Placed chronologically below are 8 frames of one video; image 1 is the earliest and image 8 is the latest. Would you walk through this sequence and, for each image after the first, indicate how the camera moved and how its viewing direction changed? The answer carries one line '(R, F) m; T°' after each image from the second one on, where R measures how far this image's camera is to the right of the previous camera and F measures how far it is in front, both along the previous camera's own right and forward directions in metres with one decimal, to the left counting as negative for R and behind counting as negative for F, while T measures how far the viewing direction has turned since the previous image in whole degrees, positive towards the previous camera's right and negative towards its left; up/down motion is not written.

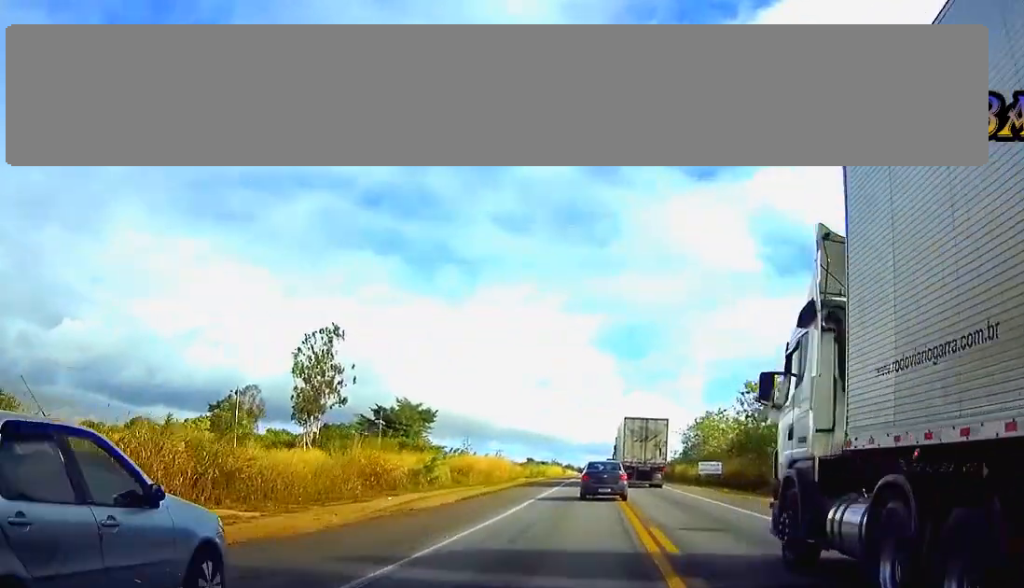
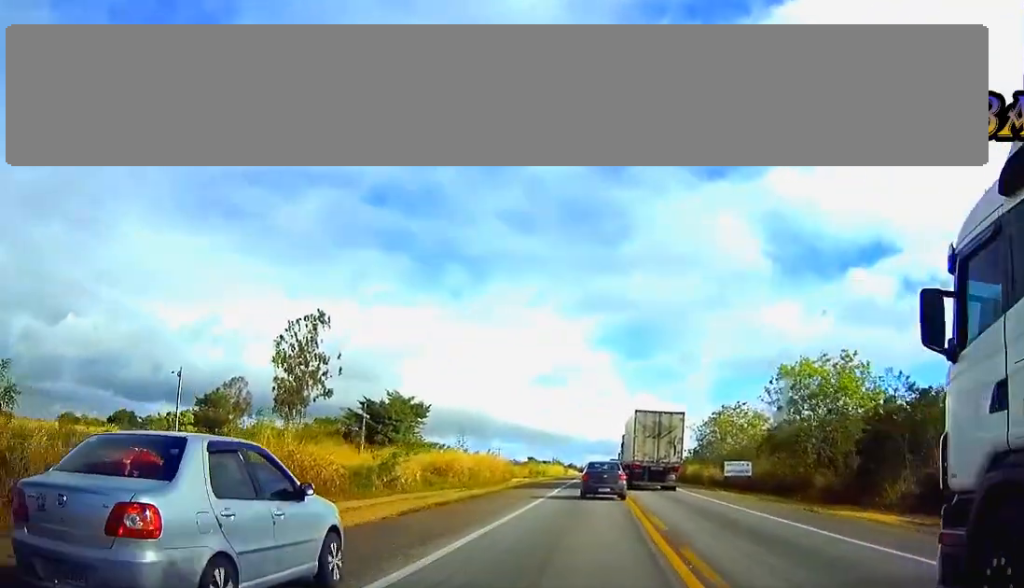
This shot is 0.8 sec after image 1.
(0.0, +11.2) m; 0°
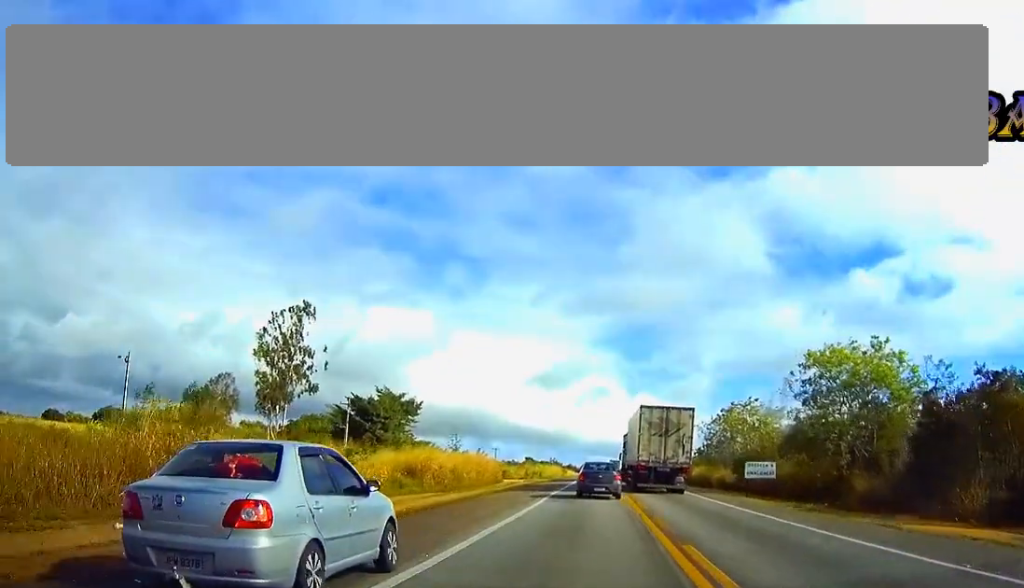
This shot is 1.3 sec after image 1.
(0.0, +7.6) m; 0°
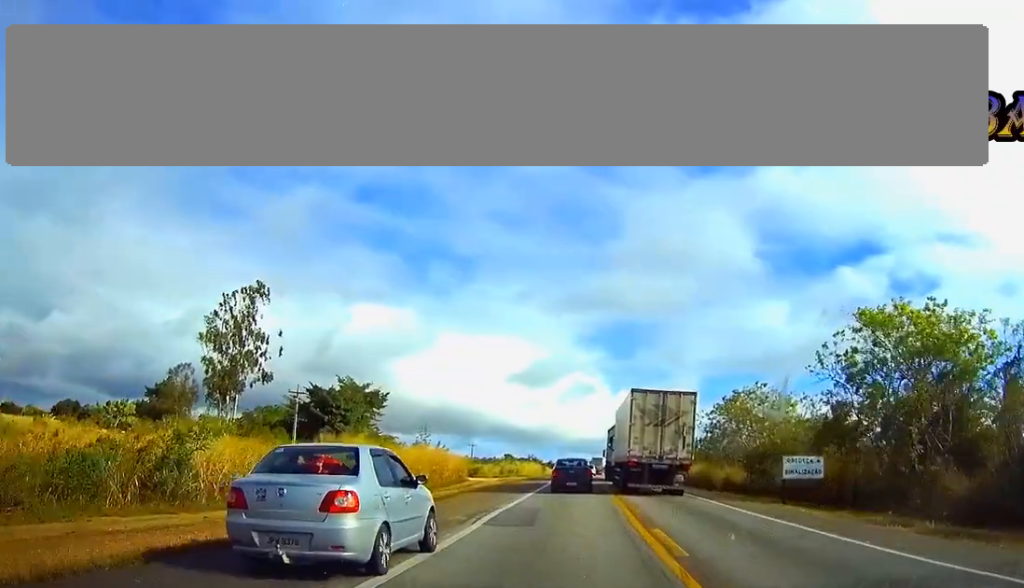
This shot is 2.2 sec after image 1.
(0.0, +13.1) m; +1°
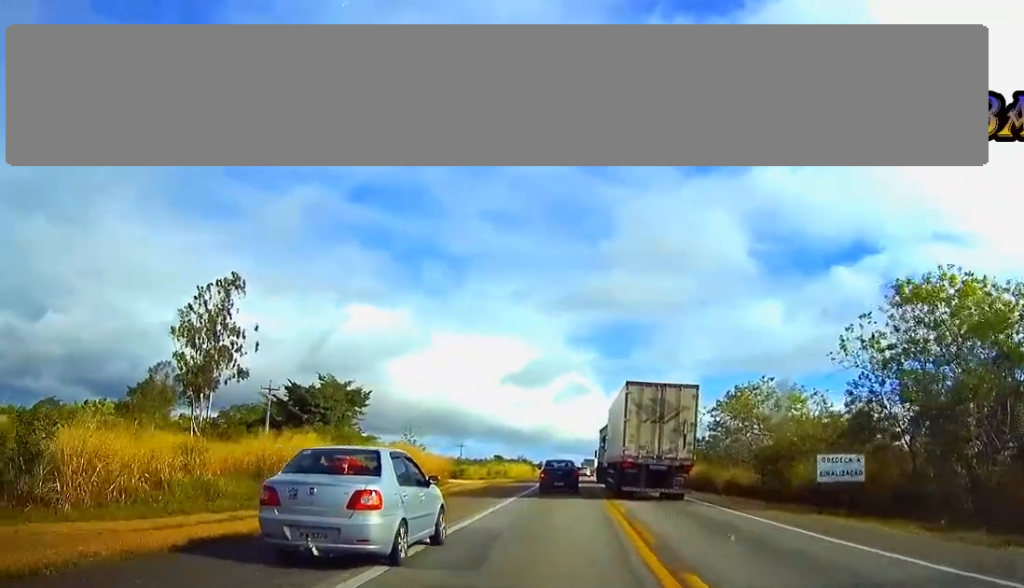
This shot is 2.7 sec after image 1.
(+0.1, +6.4) m; 0°
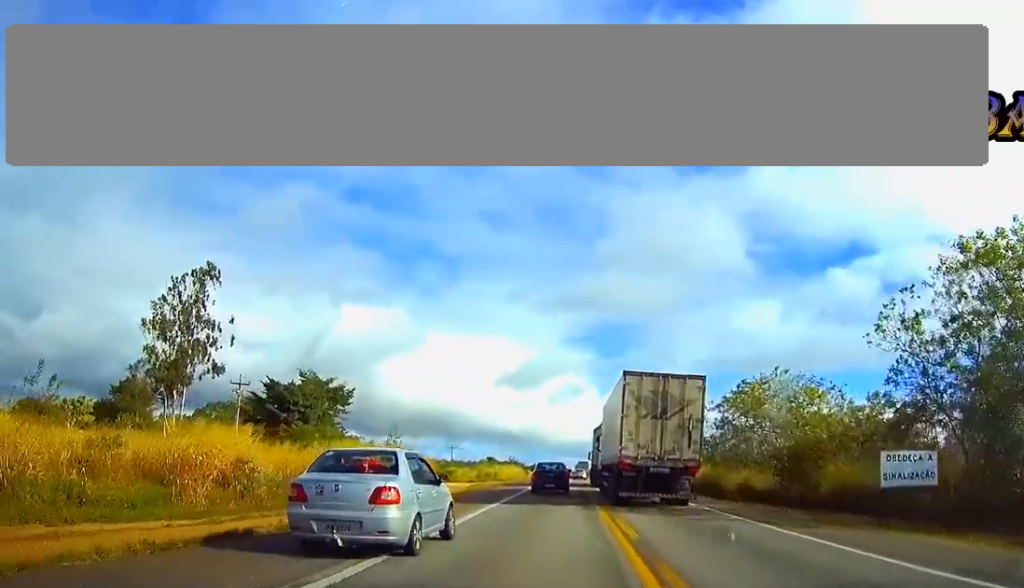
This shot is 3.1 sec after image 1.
(+0.1, +6.9) m; 0°
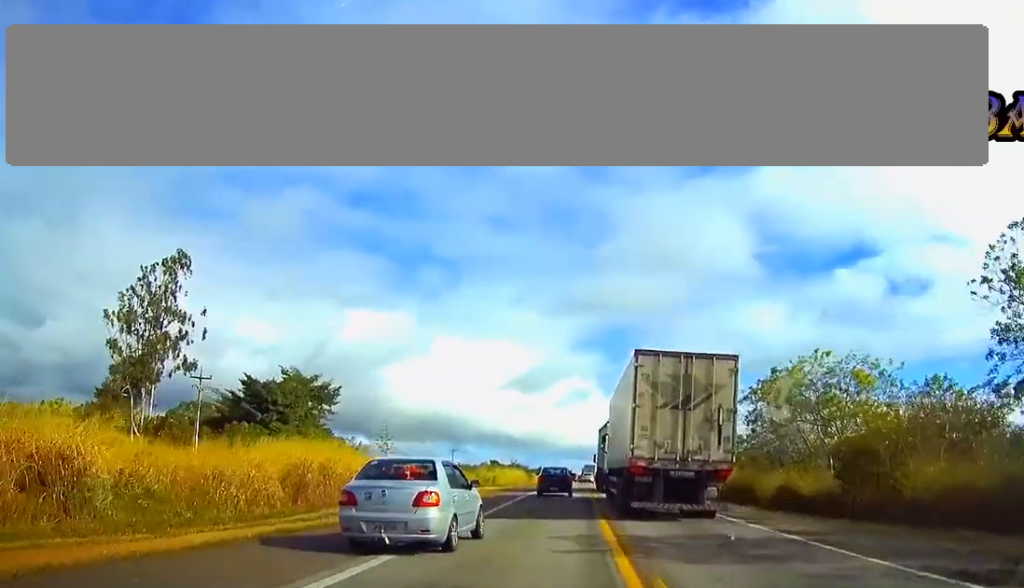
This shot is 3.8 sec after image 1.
(0.0, +10.5) m; 0°
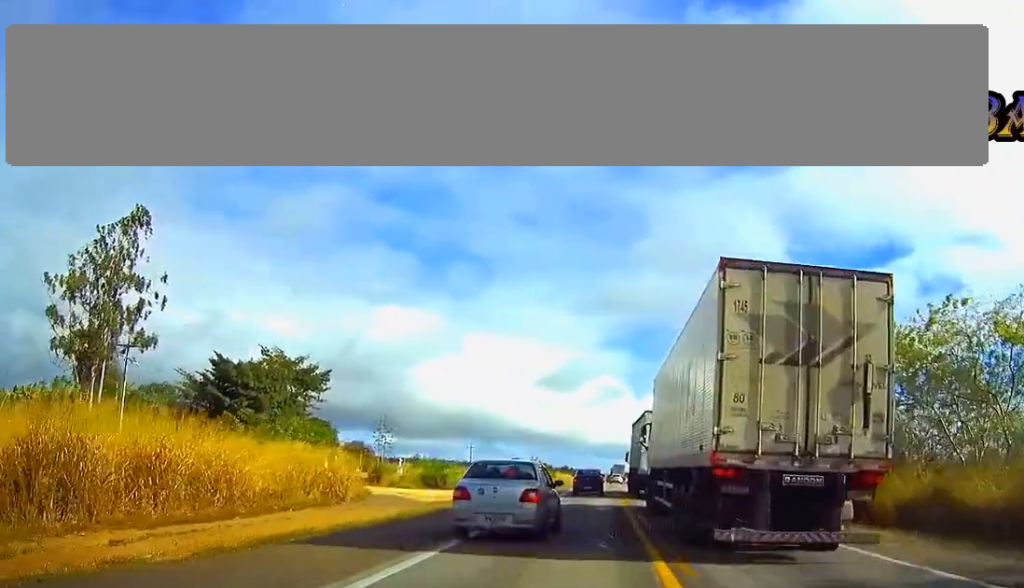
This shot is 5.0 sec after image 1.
(-0.1, +17.7) m; -1°
